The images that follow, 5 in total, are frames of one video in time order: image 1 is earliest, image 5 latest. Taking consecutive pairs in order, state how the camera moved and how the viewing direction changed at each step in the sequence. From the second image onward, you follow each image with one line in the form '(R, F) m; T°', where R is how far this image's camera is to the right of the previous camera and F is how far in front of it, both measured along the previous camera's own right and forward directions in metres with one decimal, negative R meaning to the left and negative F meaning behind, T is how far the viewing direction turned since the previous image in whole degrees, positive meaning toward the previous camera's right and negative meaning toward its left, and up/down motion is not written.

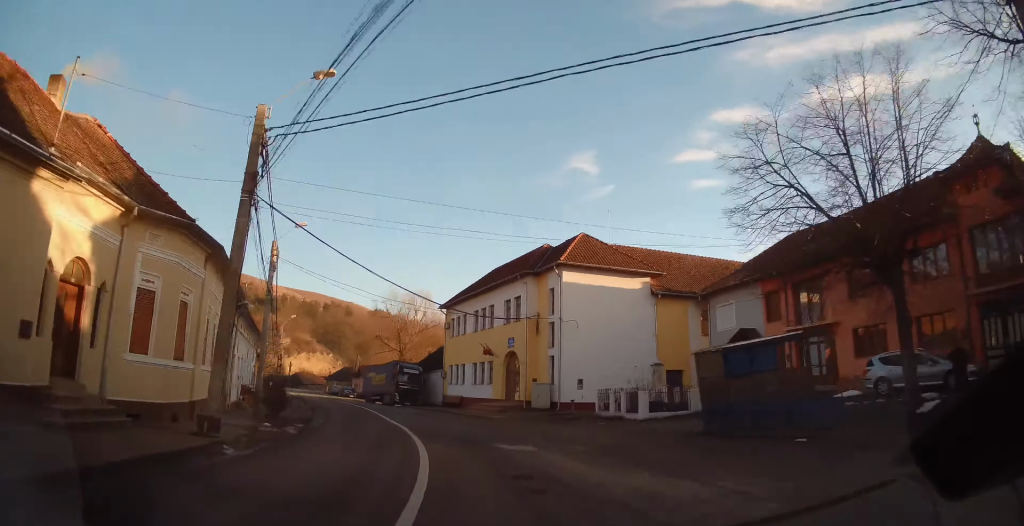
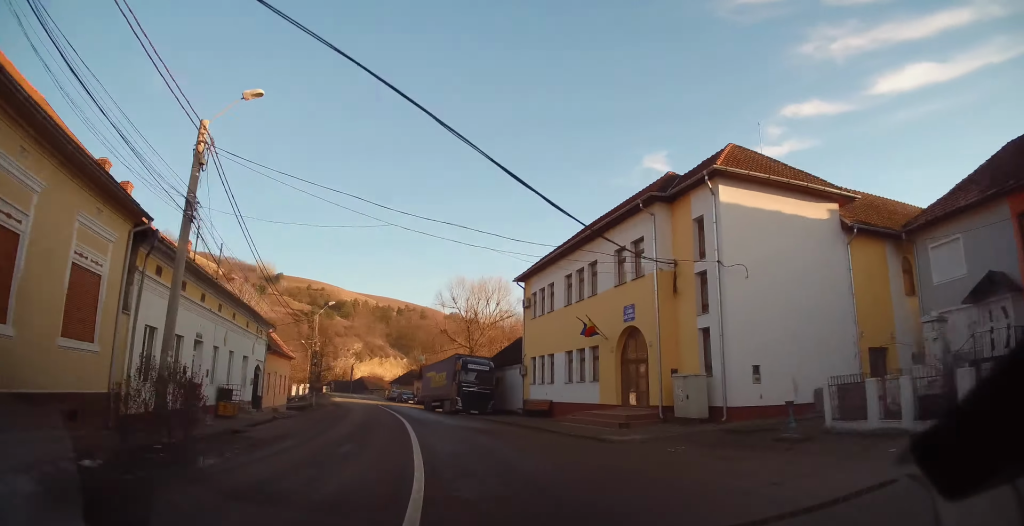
(-0.7, +13.5) m; -8°
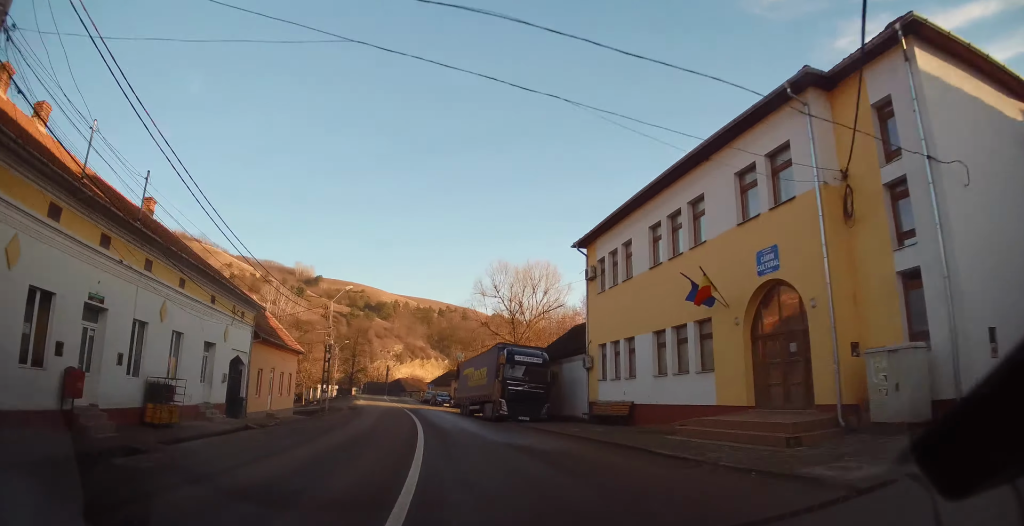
(-0.7, +8.5) m; -3°
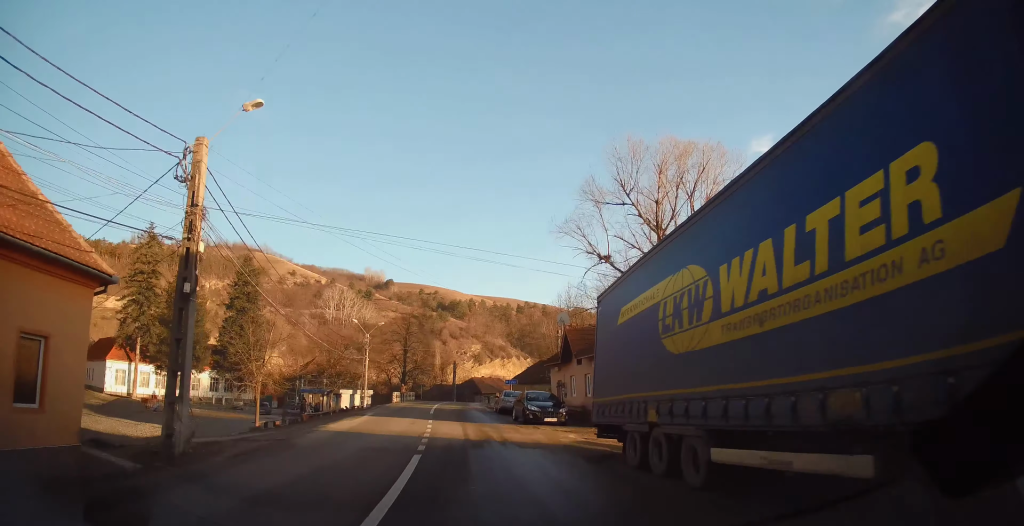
(-1.8, +27.8) m; -6°
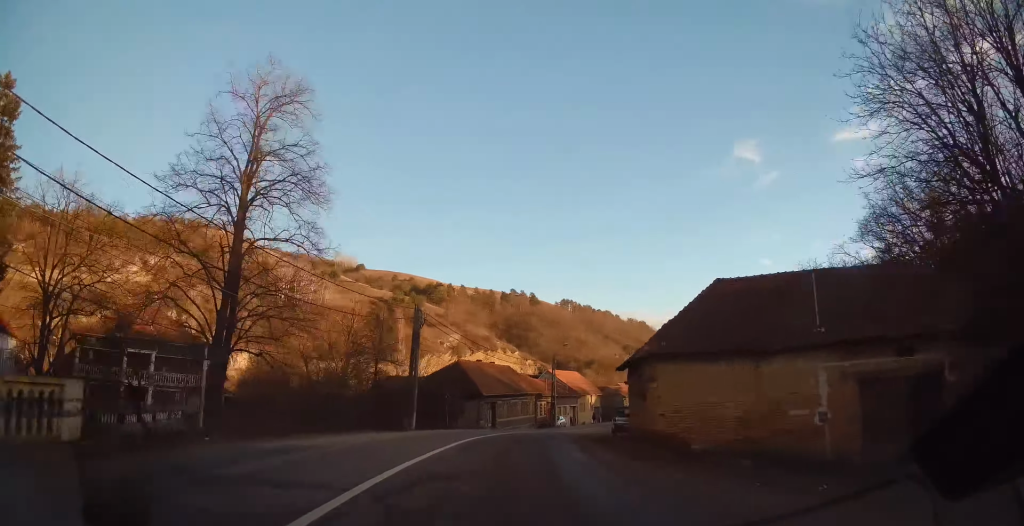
(+0.1, +55.3) m; +7°
